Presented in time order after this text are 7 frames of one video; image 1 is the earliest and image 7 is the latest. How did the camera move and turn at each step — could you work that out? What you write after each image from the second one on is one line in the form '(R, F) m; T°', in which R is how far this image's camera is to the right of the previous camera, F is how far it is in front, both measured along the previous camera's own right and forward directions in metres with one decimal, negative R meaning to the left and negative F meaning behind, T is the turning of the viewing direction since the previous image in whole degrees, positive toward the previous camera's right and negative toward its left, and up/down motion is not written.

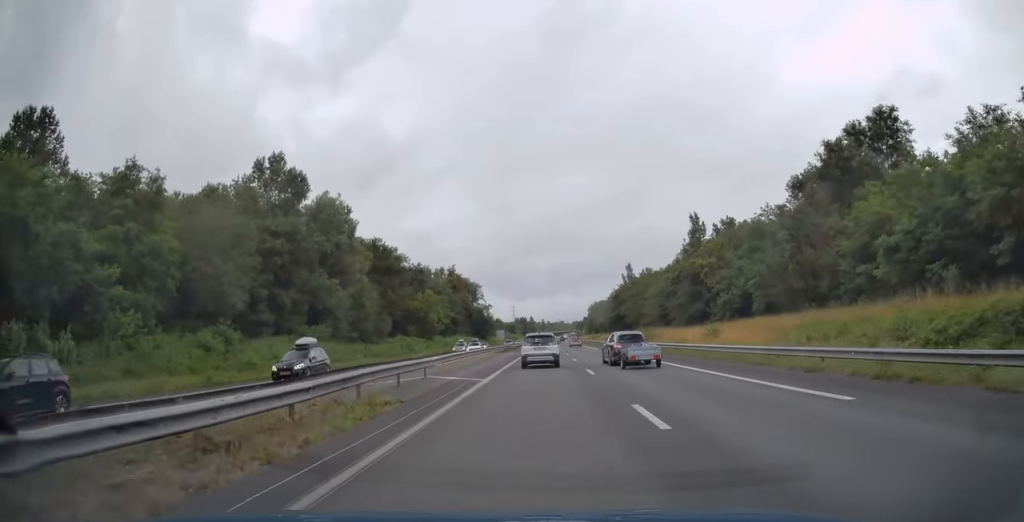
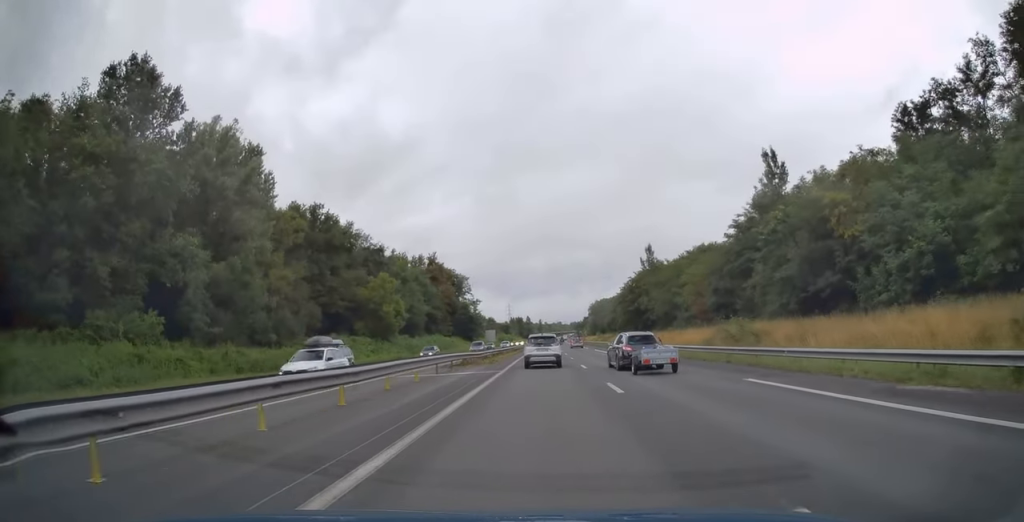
(+0.1, +36.0) m; 0°
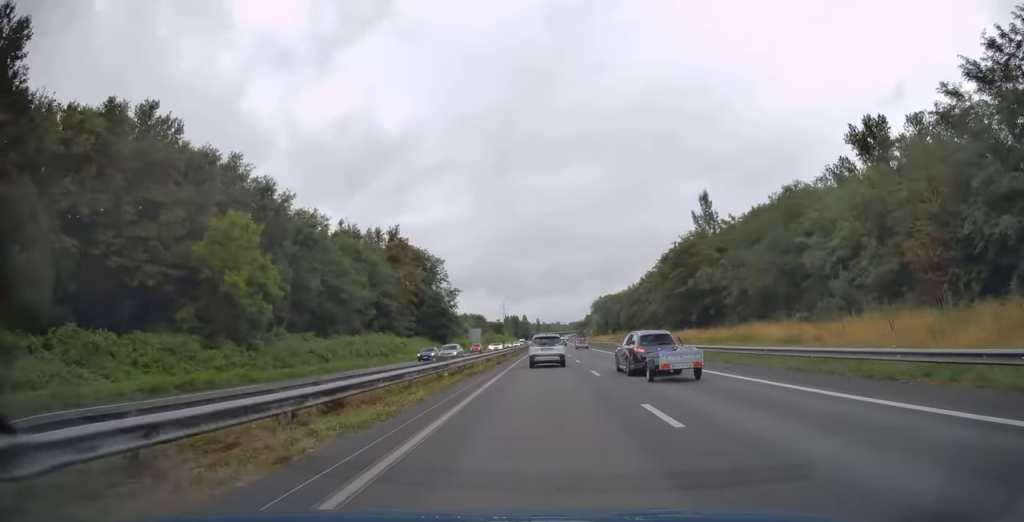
(+0.2, +45.1) m; 0°
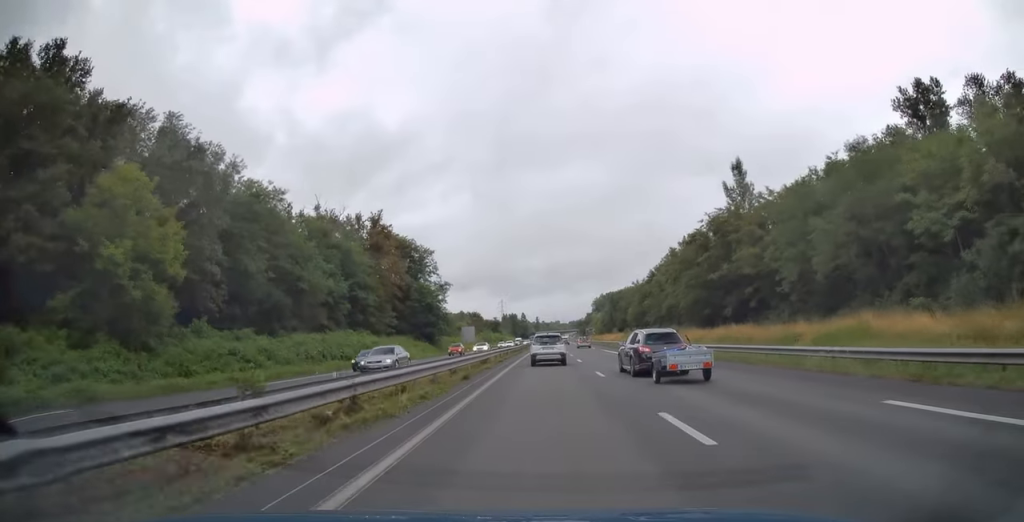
(0.0, +14.3) m; 0°
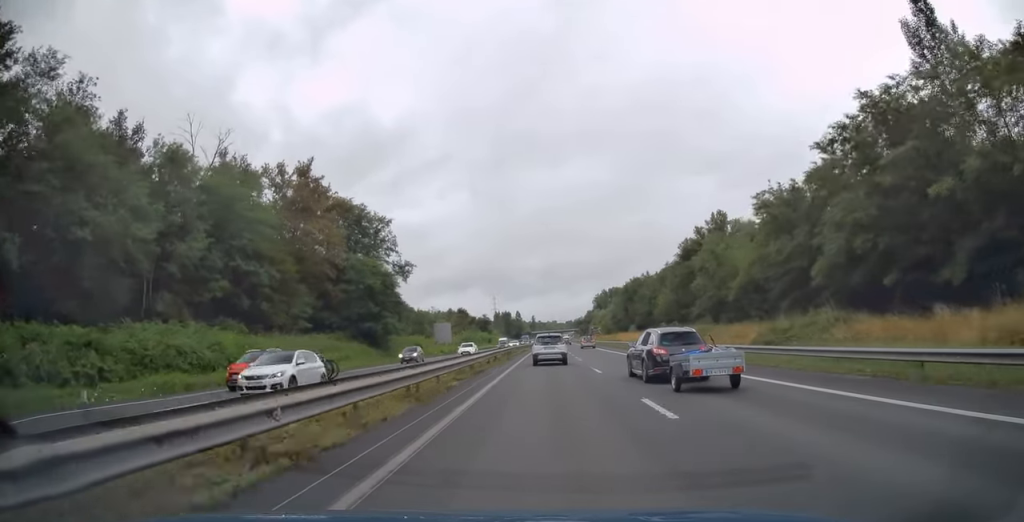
(-0.1, +34.9) m; 0°
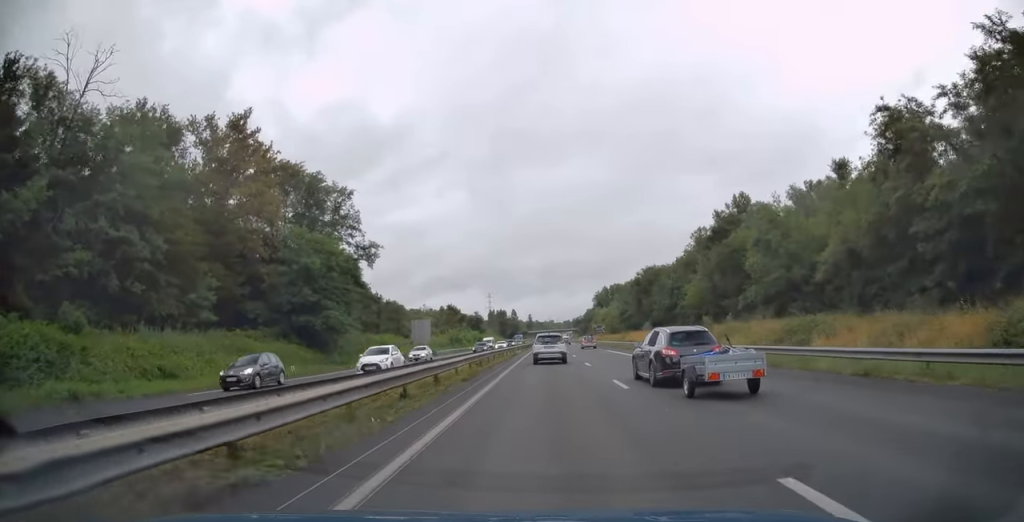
(0.0, +17.8) m; 0°
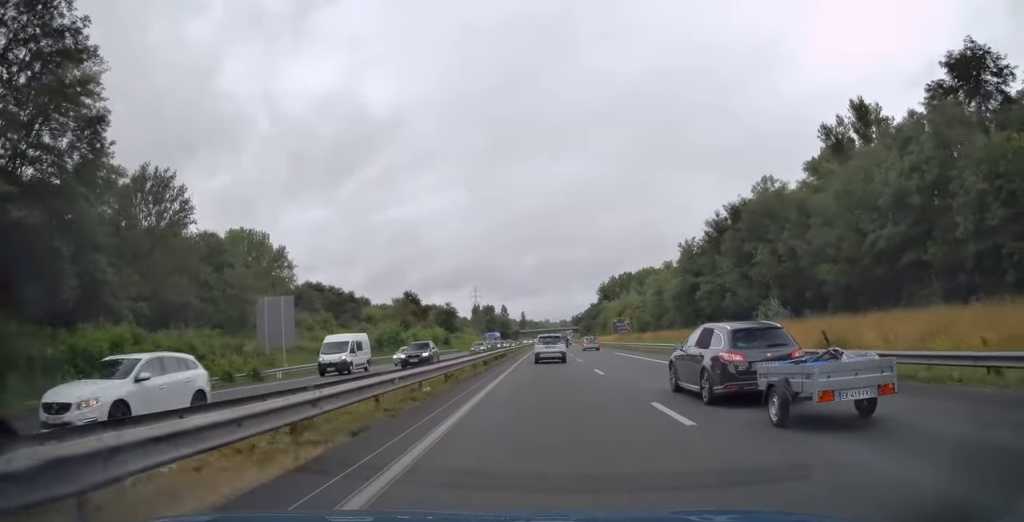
(+0.3, +49.0) m; +1°
